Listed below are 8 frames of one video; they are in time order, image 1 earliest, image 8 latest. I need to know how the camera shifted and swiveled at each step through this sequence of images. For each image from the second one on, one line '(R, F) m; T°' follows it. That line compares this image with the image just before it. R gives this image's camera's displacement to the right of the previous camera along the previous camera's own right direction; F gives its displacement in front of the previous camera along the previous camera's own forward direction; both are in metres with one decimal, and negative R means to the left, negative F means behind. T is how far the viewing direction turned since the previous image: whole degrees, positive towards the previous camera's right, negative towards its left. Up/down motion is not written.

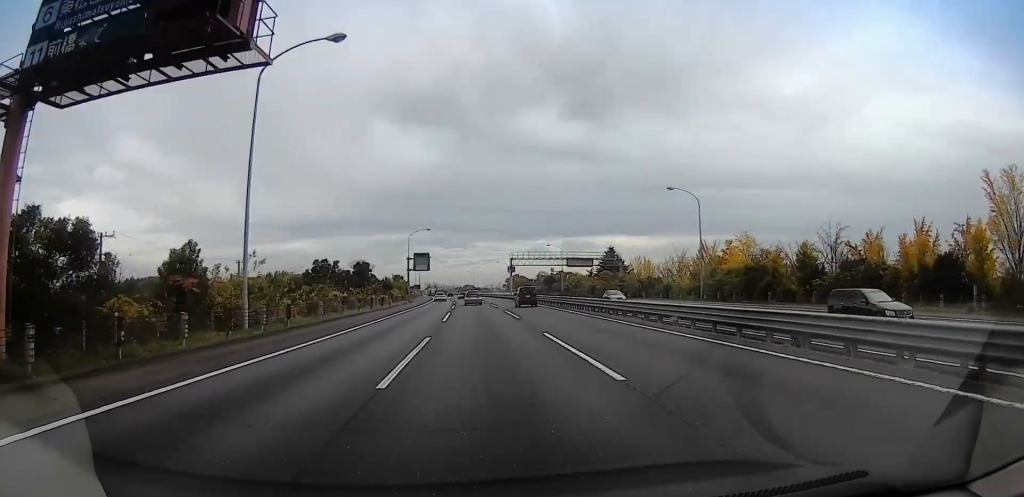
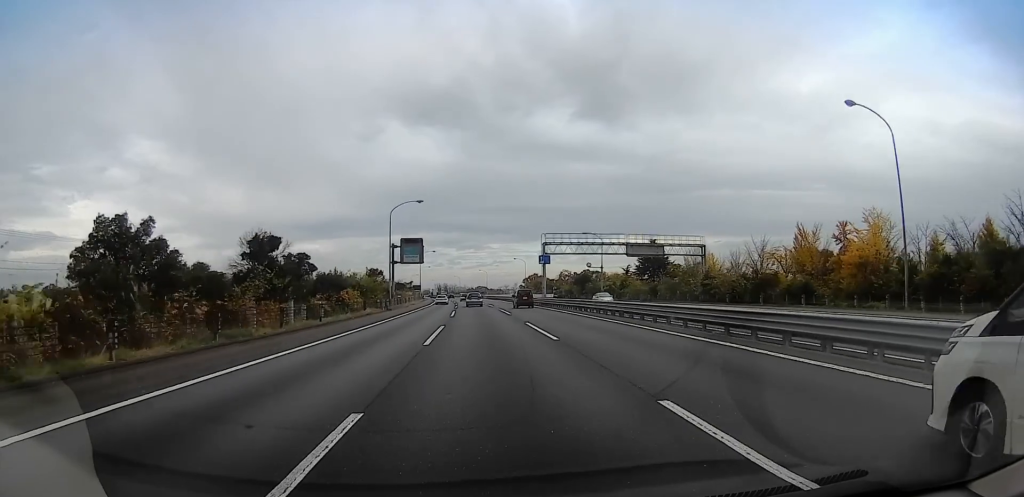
(0.0, +32.9) m; +2°
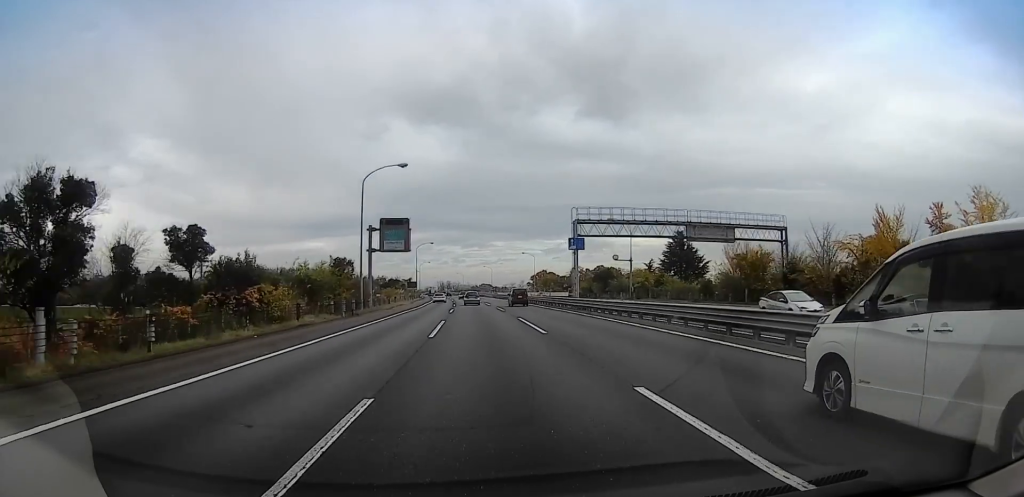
(+0.7, +18.3) m; -2°
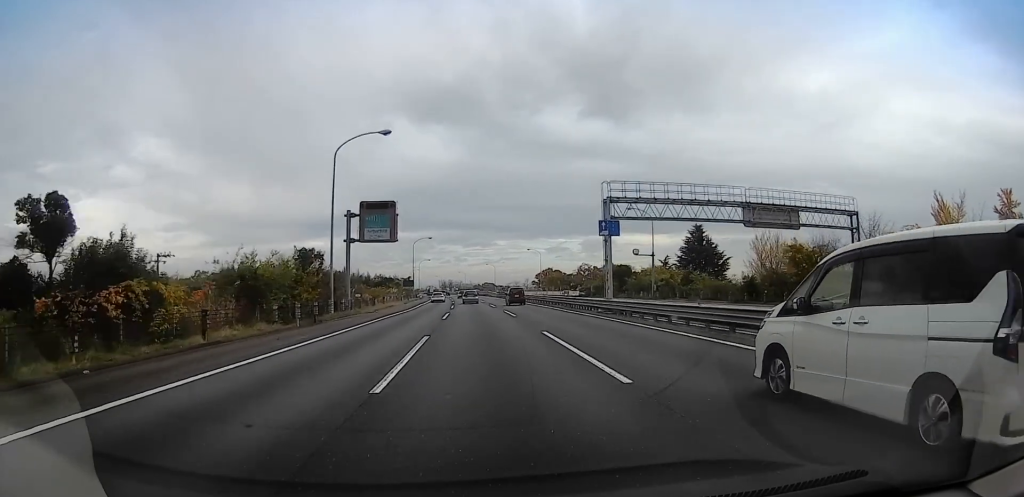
(-0.3, +10.4) m; -1°
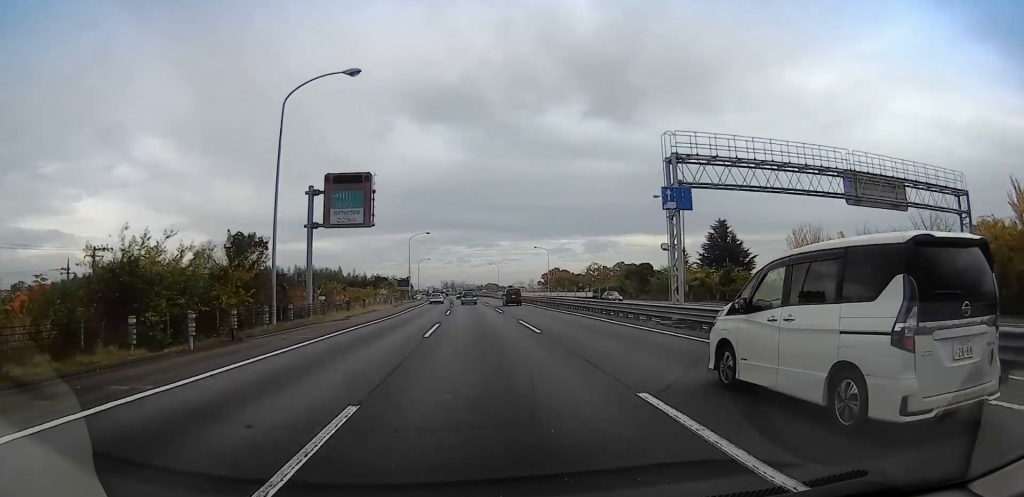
(-0.8, +11.2) m; -1°
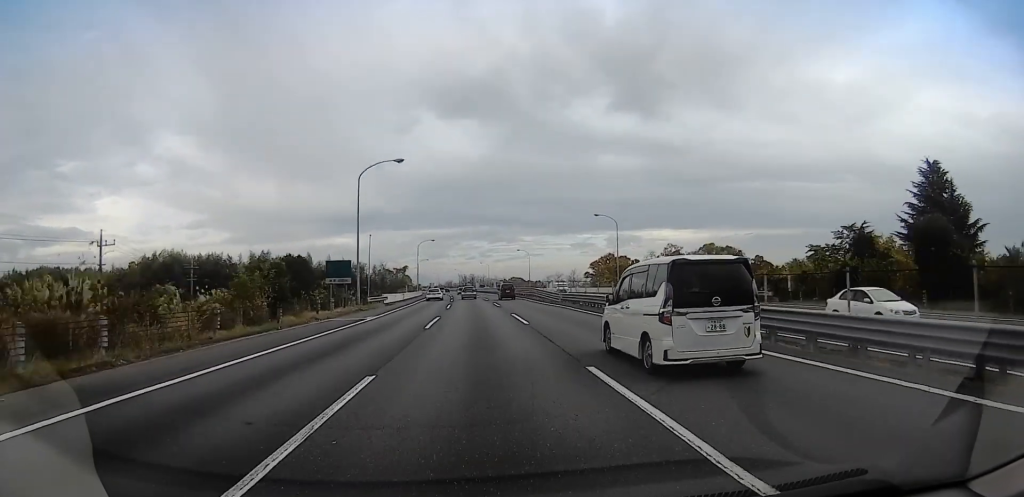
(-0.7, +56.8) m; 0°
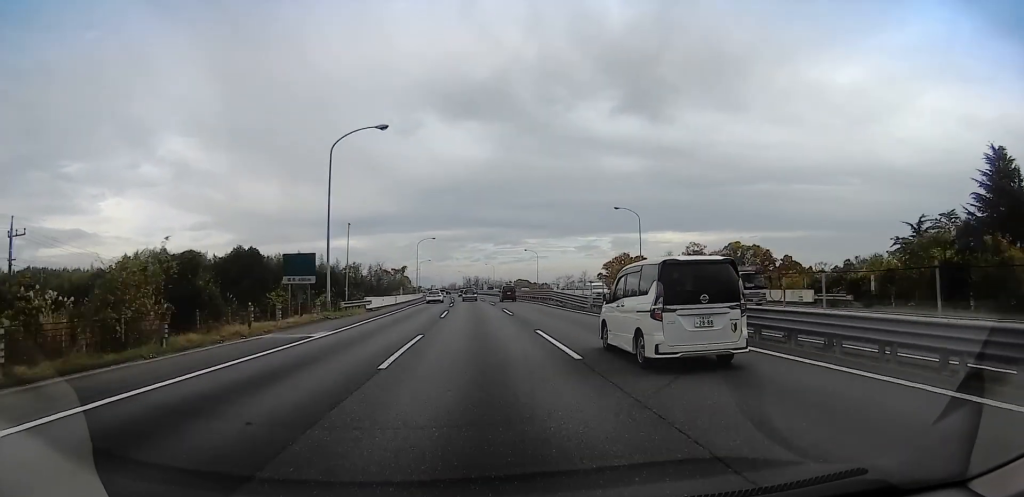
(+0.5, +10.7) m; 0°
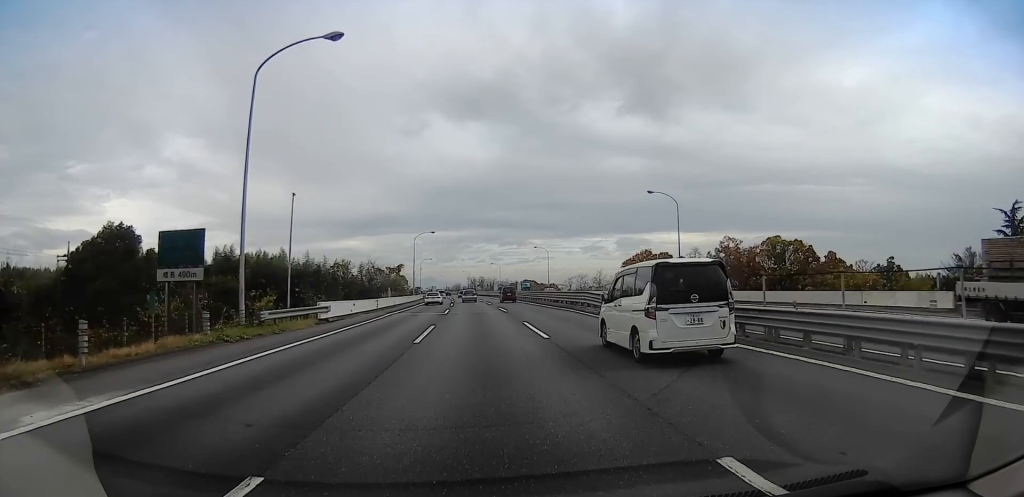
(+0.6, +13.9) m; 0°
